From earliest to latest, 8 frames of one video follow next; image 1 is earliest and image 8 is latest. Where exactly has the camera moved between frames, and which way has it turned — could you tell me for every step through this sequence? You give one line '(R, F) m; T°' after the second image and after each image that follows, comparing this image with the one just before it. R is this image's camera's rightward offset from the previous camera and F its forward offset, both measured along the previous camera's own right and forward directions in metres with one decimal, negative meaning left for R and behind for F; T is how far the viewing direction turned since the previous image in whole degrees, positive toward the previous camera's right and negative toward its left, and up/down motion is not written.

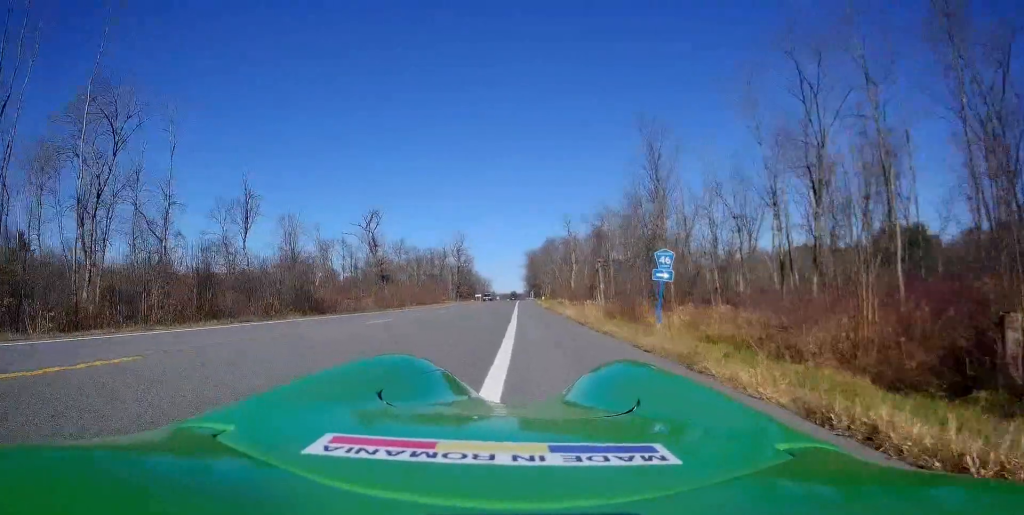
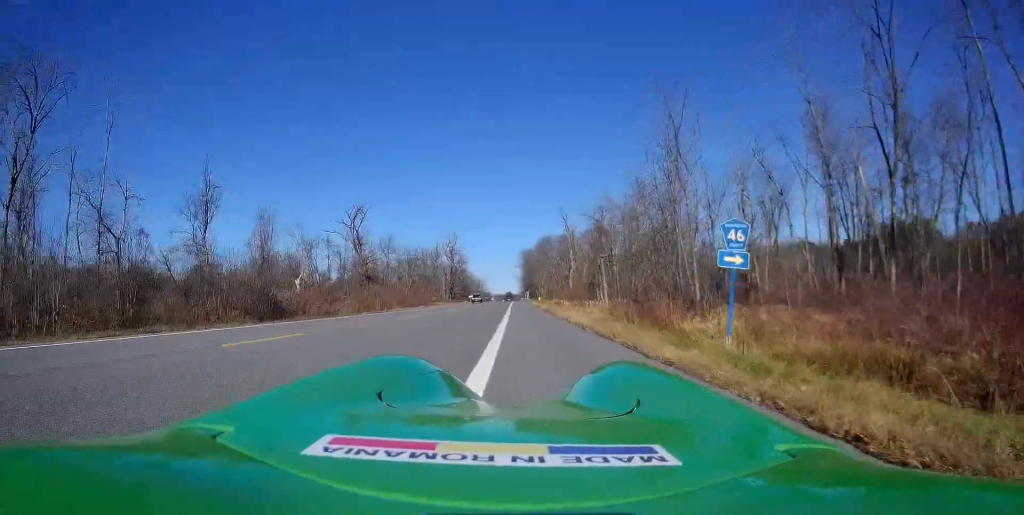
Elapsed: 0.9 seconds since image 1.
(0.0, +6.5) m; 0°
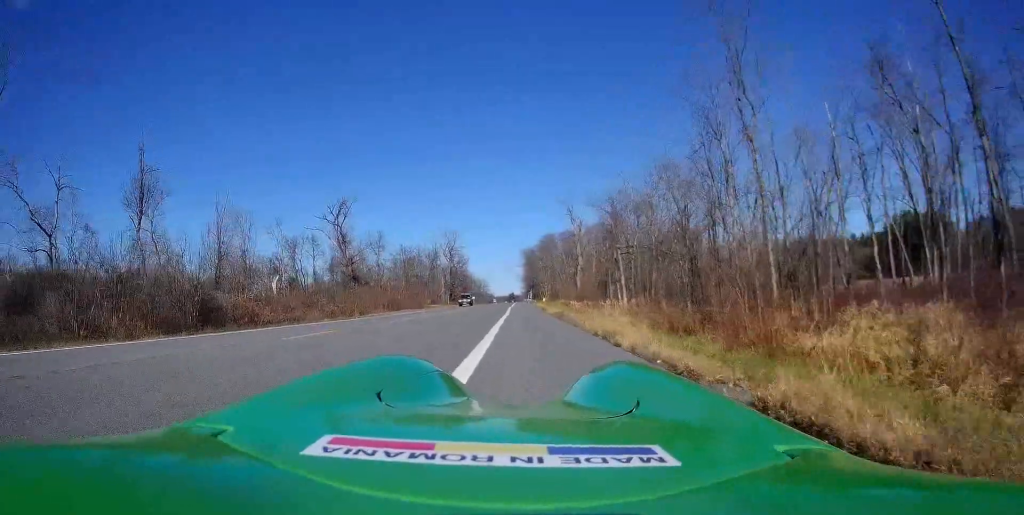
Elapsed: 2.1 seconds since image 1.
(-0.1, +9.2) m; -3°
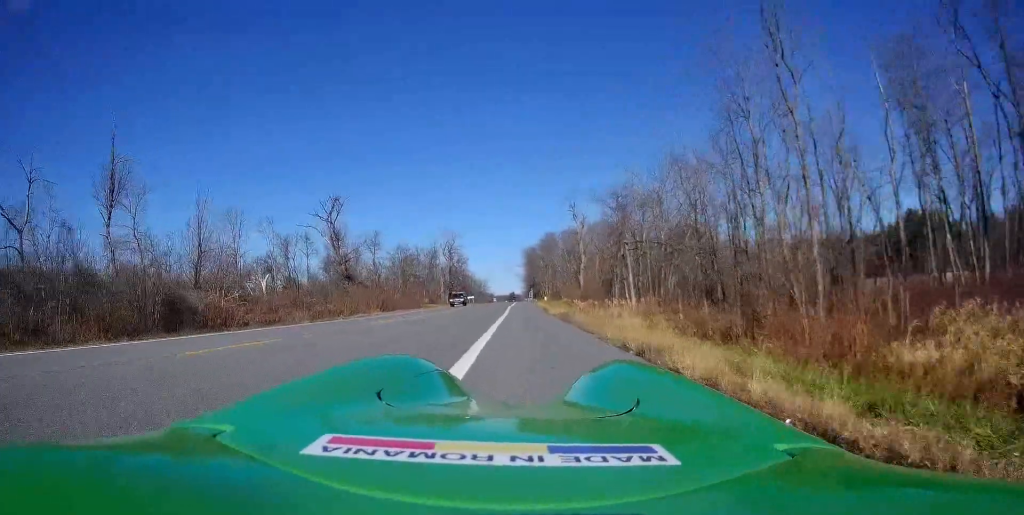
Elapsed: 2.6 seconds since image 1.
(-0.2, +3.5) m; -1°
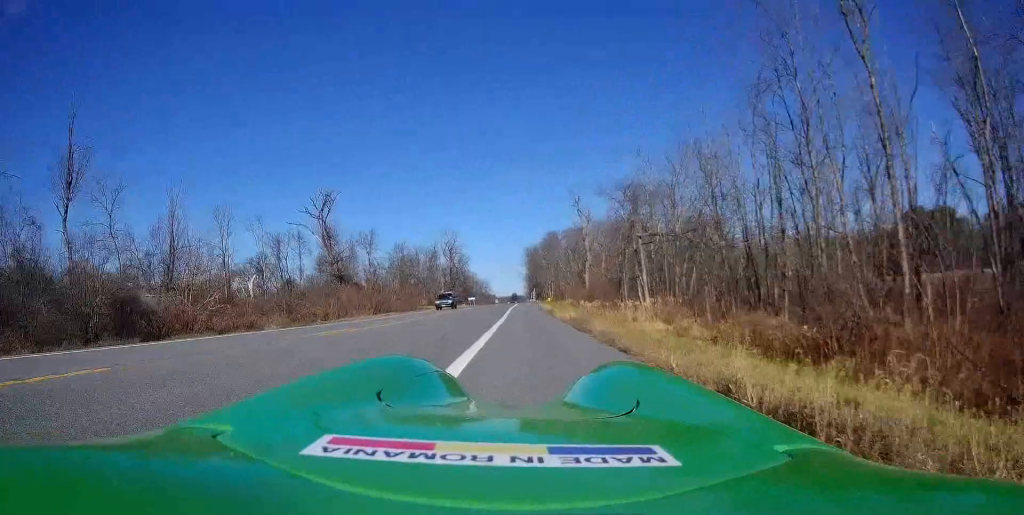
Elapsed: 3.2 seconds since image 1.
(-0.1, +4.7) m; -1°
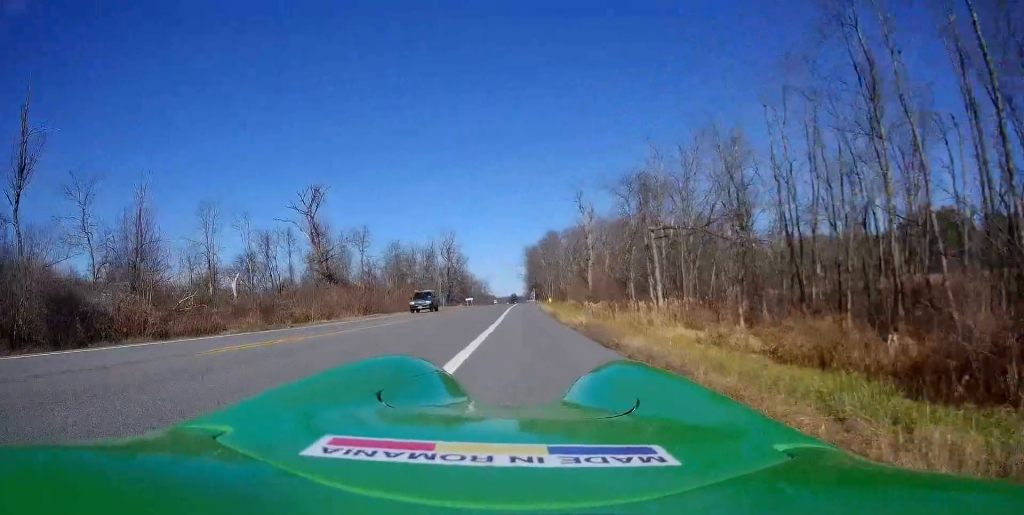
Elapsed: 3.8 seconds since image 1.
(0.0, +4.1) m; +2°
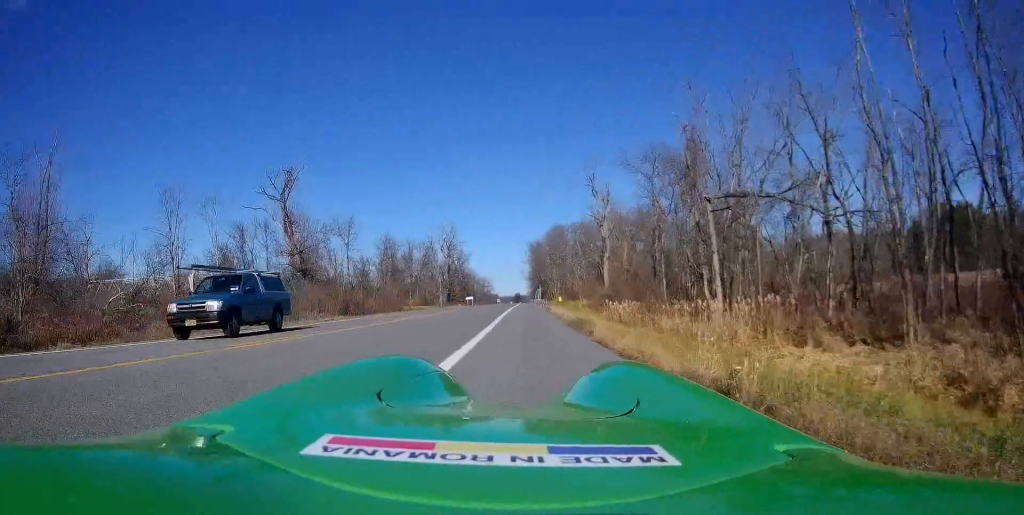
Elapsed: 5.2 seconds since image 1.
(+0.4, +10.7) m; 0°
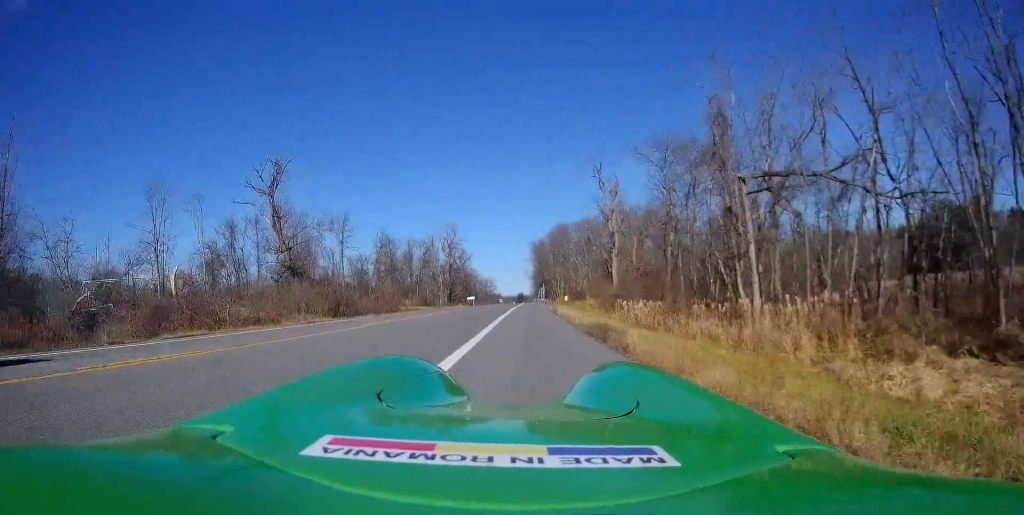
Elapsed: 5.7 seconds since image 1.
(-0.2, +4.1) m; -1°
